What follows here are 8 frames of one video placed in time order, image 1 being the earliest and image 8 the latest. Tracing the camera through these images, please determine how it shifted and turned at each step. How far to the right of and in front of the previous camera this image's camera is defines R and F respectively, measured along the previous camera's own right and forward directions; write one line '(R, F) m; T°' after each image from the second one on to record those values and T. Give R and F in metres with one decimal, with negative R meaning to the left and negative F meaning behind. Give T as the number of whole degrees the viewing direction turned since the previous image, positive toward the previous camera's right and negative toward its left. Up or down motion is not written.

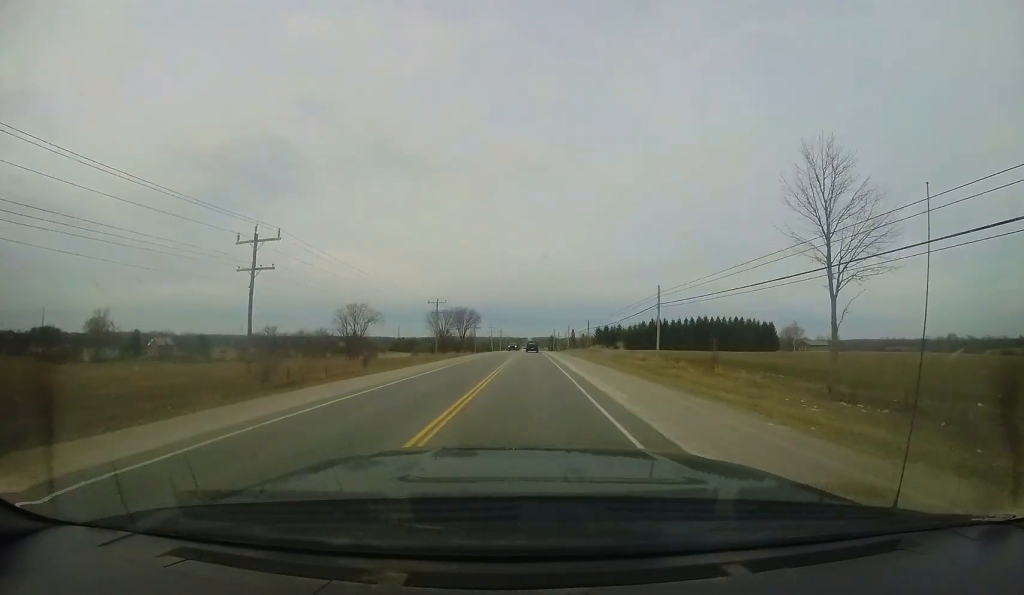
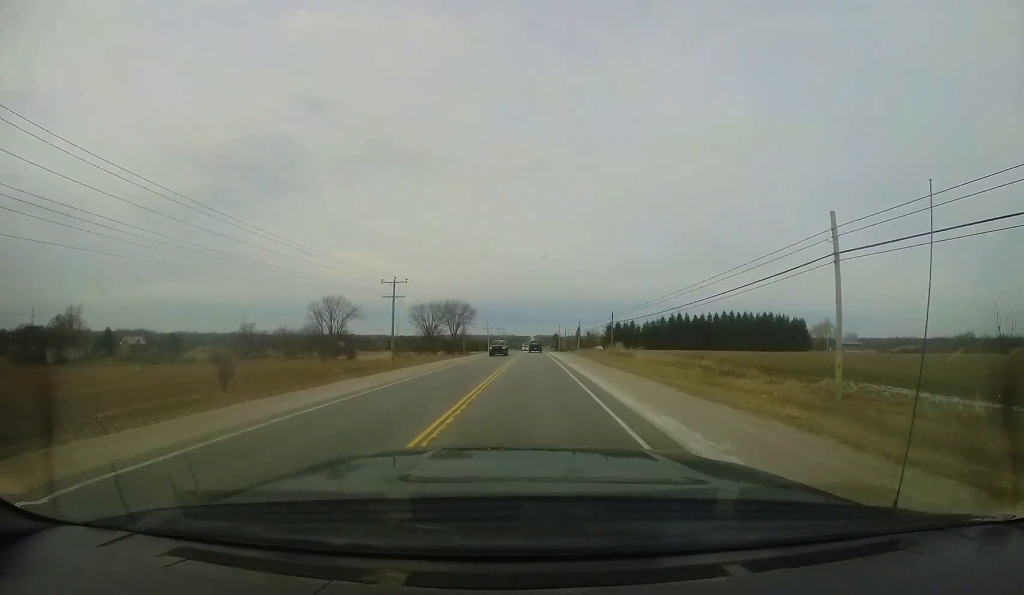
(0.0, +20.3) m; 0°
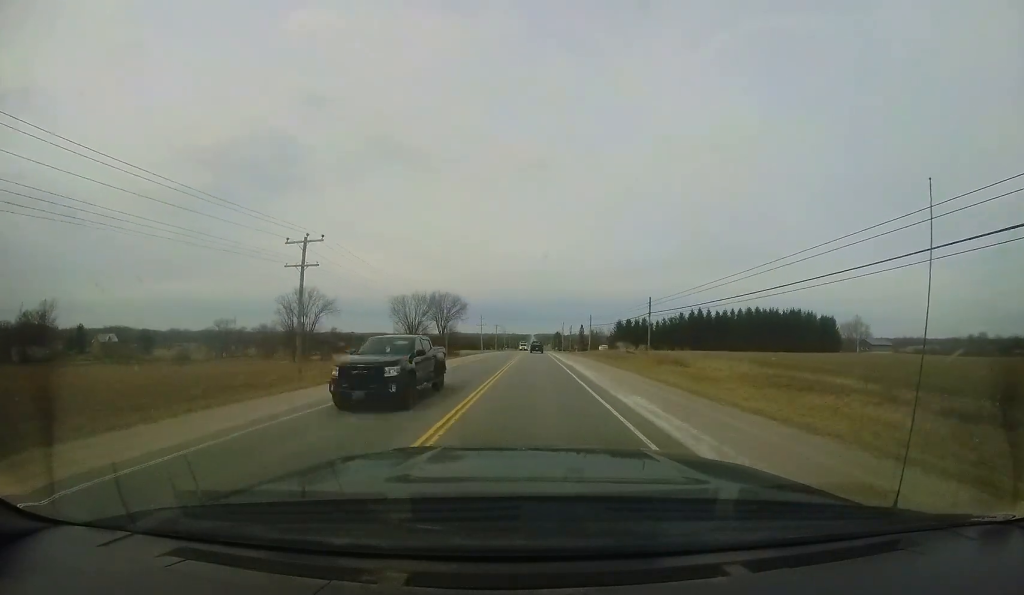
(0.0, +17.1) m; 0°
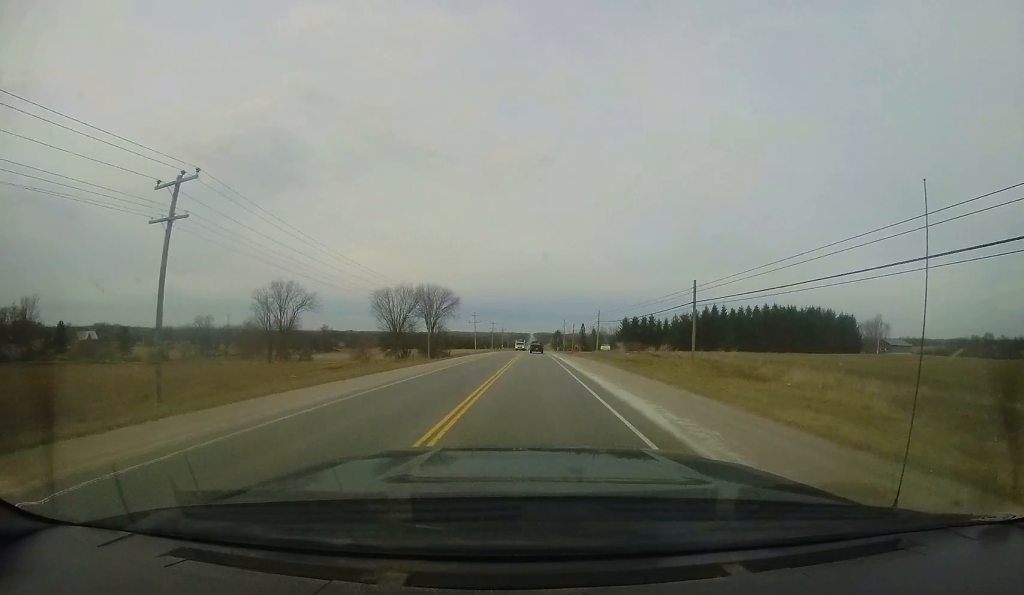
(+0.1, +10.6) m; 0°
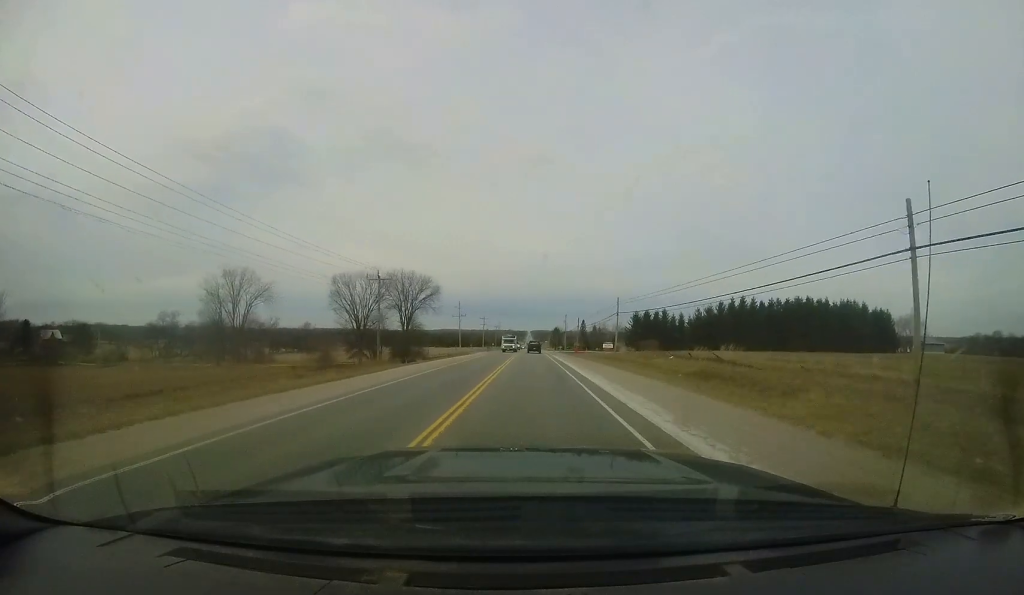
(-0.3, +17.1) m; 0°
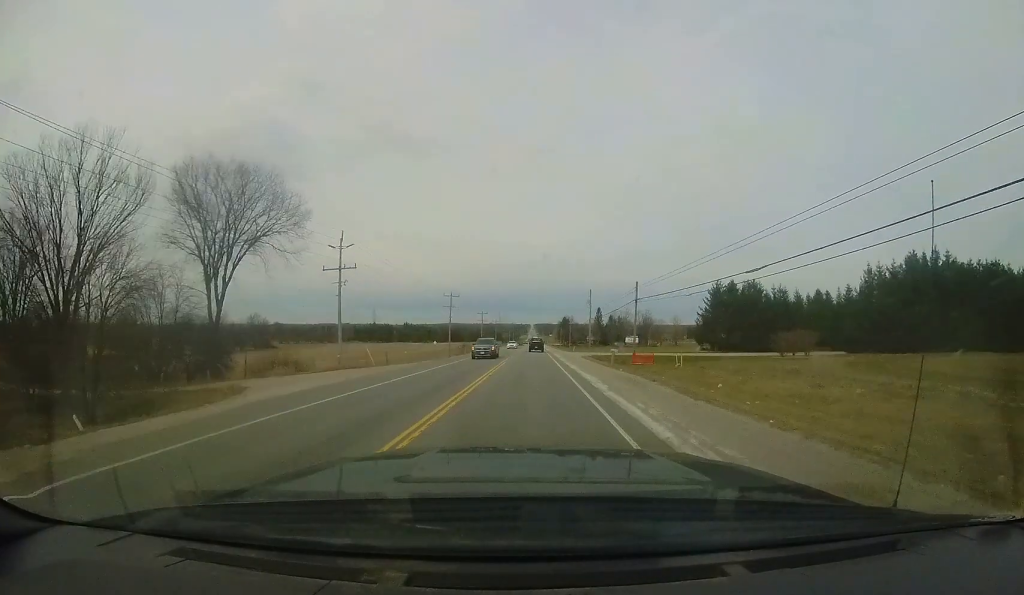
(-0.1, +51.3) m; -1°
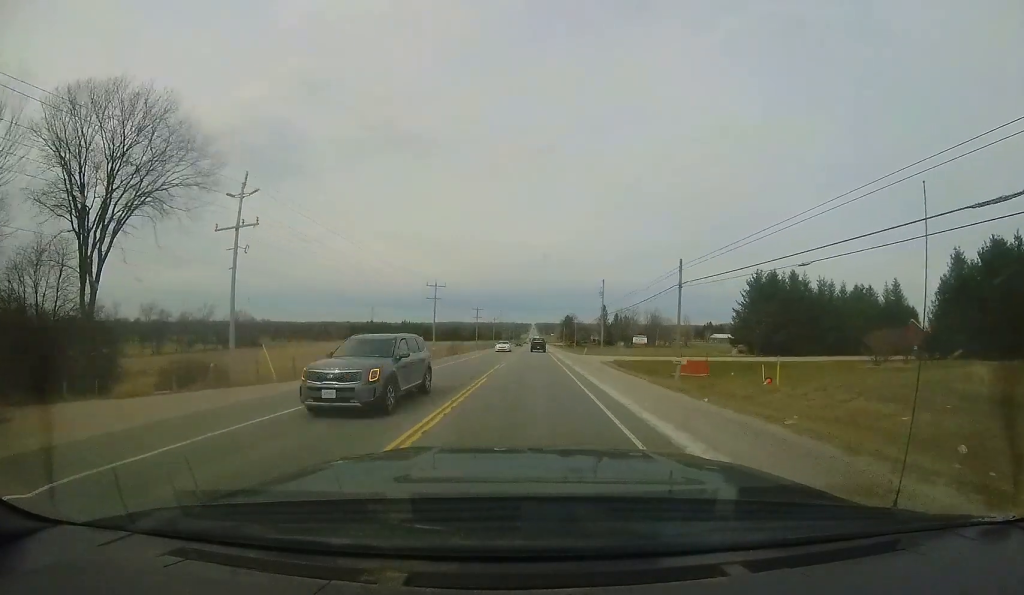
(-0.1, +12.1) m; 0°
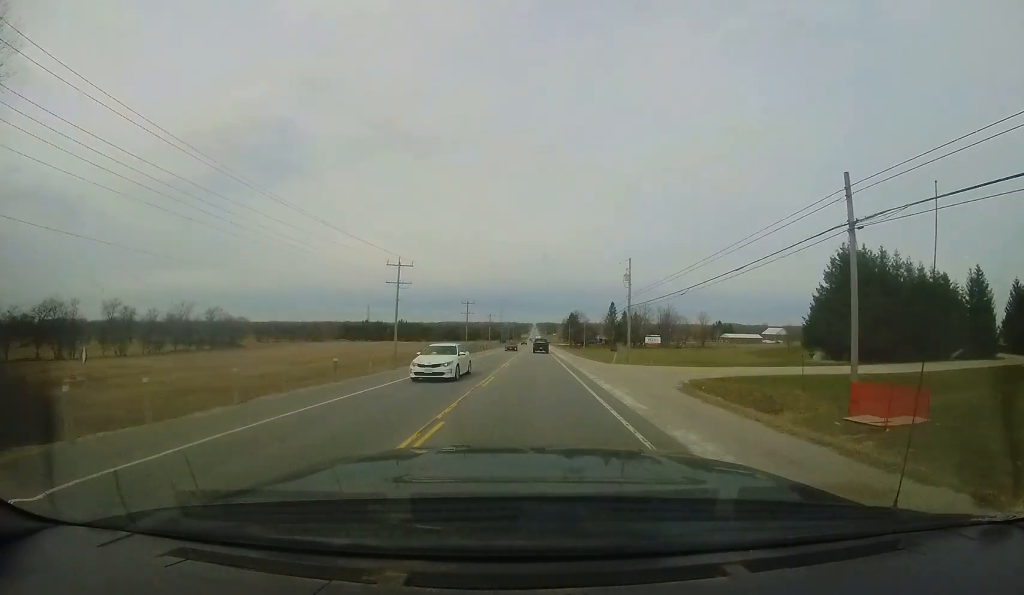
(0.0, +17.0) m; 0°
